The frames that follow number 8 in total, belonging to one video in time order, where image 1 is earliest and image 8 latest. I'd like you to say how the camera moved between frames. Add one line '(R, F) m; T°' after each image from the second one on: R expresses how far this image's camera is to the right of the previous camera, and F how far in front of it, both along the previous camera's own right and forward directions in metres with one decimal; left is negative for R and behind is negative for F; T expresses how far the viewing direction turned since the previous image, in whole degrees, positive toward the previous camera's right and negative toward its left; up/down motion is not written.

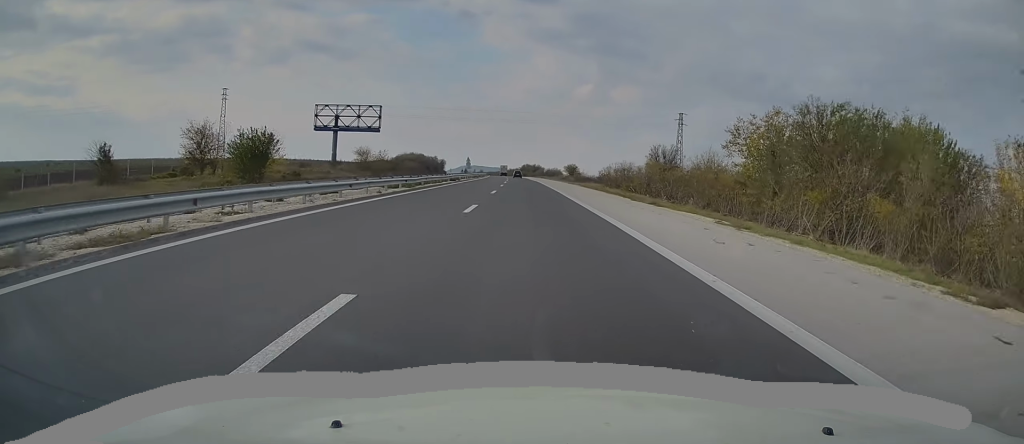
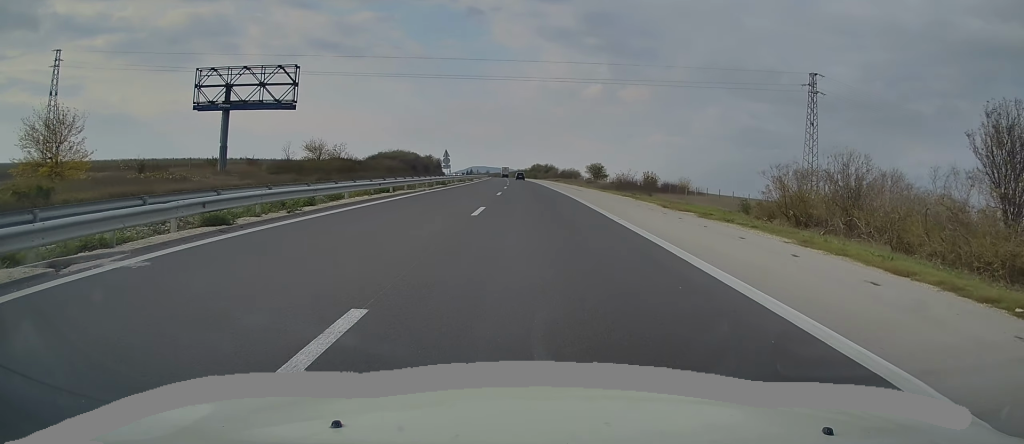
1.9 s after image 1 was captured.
(-0.3, +47.9) m; -1°
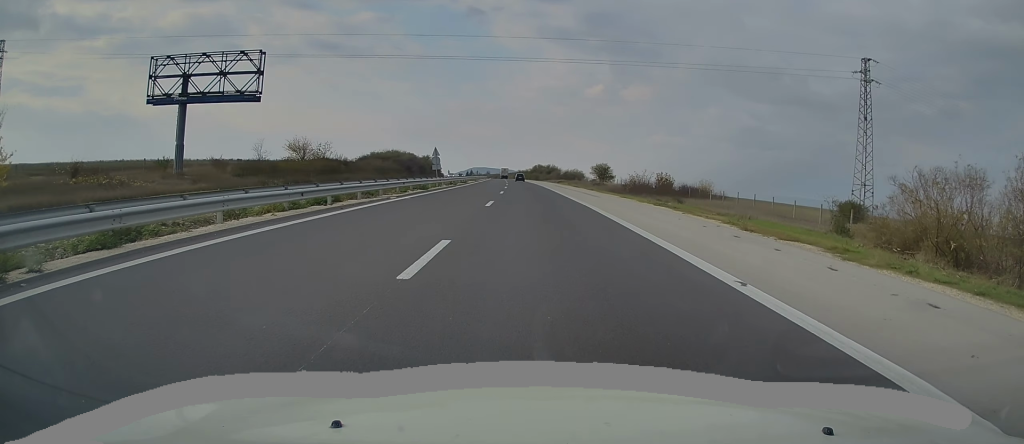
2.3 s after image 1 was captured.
(0.0, +10.1) m; 0°
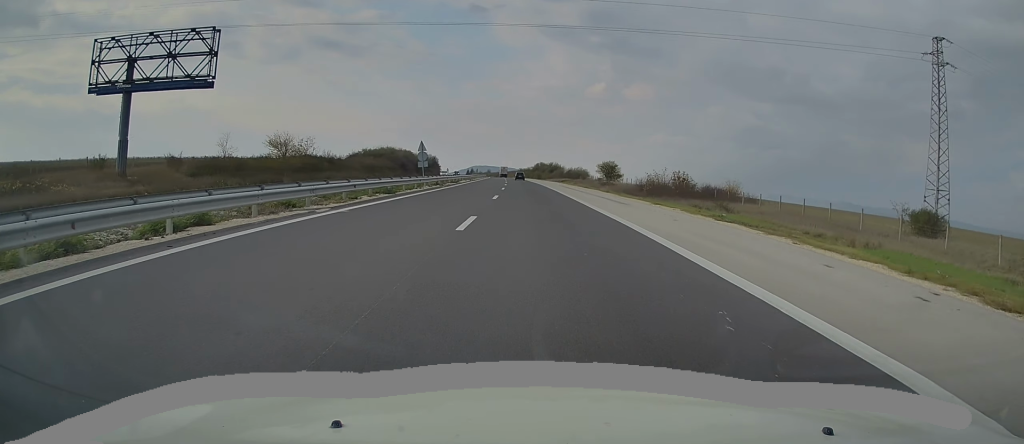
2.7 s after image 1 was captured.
(-0.1, +10.1) m; 0°
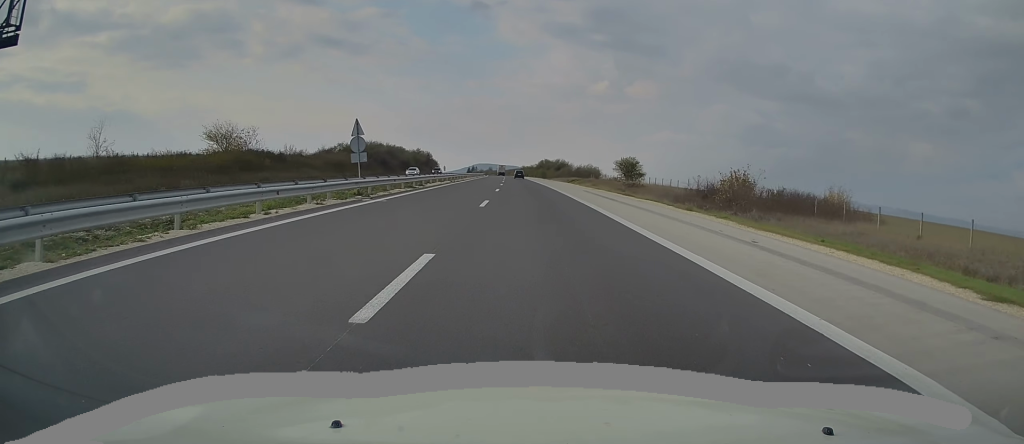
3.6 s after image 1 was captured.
(-0.2, +23.7) m; 0°
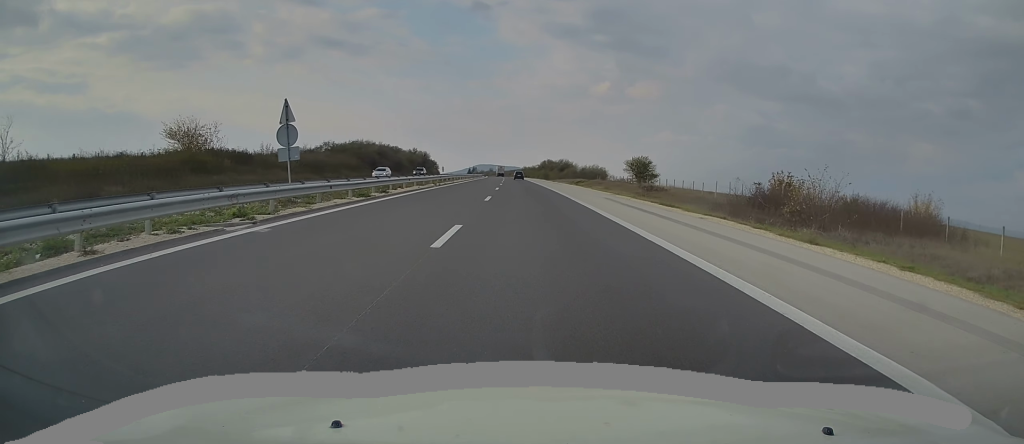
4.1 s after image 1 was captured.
(-0.2, +11.0) m; 0°
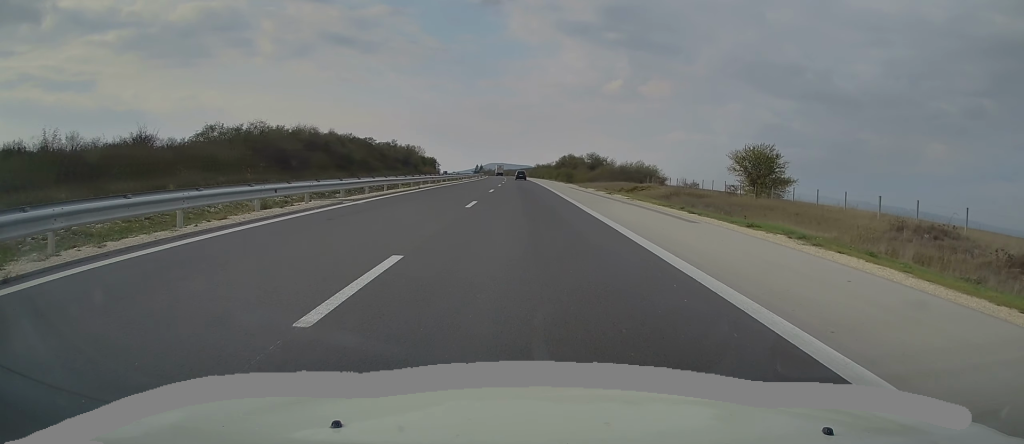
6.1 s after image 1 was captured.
(-0.2, +52.5) m; -1°
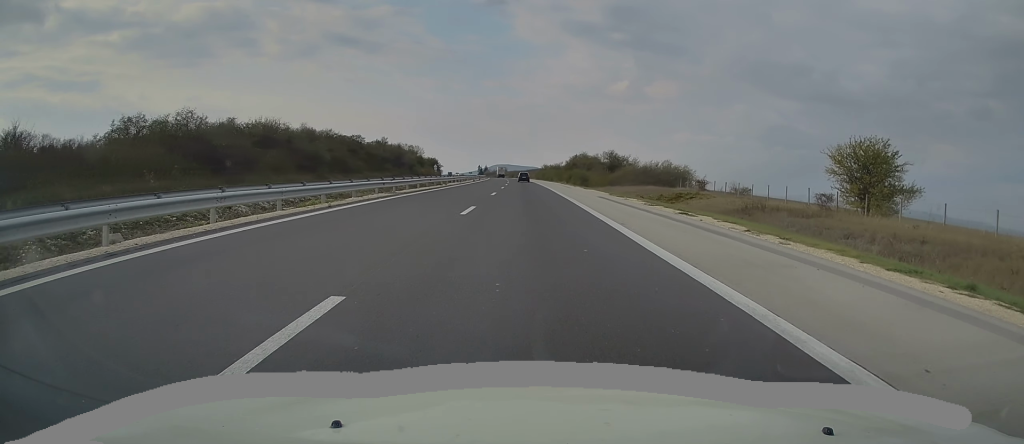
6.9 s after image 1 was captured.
(0.0, +18.6) m; 0°
